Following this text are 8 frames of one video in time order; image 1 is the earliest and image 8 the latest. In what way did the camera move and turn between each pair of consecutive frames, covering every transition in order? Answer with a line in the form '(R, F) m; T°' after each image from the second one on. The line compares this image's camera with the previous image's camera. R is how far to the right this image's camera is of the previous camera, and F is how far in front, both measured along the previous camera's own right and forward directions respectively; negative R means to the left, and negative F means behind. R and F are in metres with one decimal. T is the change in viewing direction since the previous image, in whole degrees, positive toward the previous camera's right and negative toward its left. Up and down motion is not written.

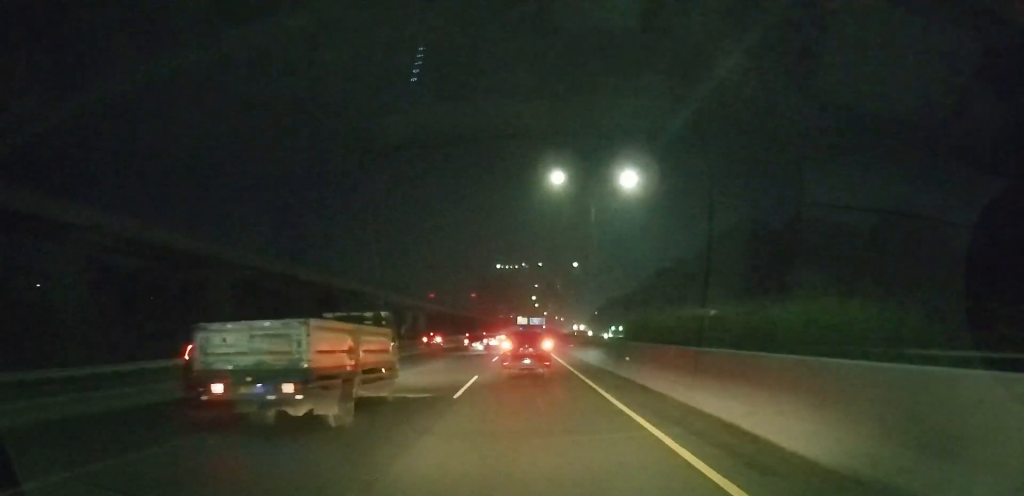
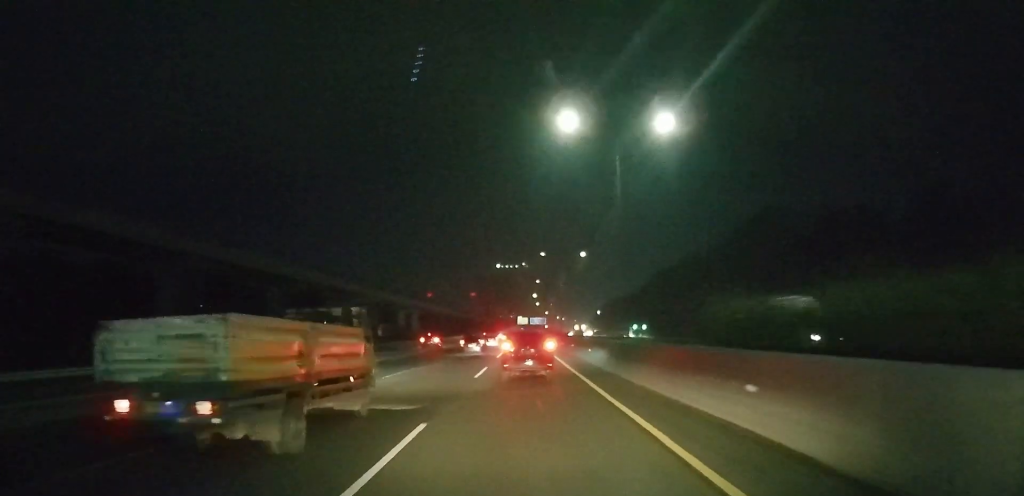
(0.0, +11.4) m; 0°
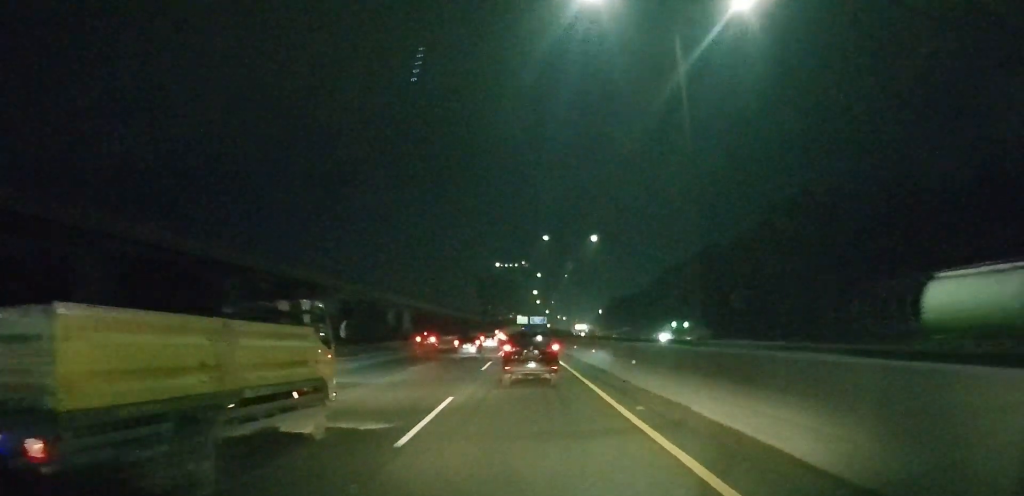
(0.0, +12.1) m; 0°
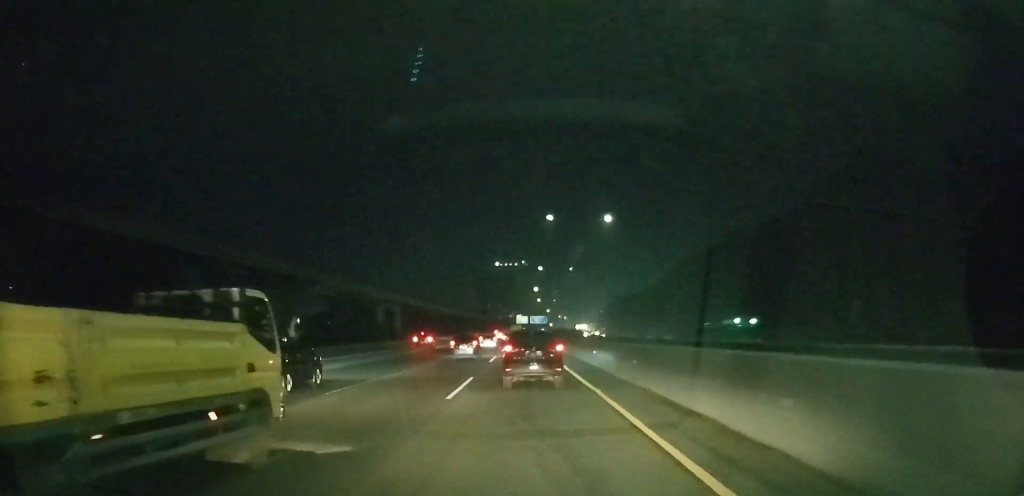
(0.0, +10.3) m; 0°
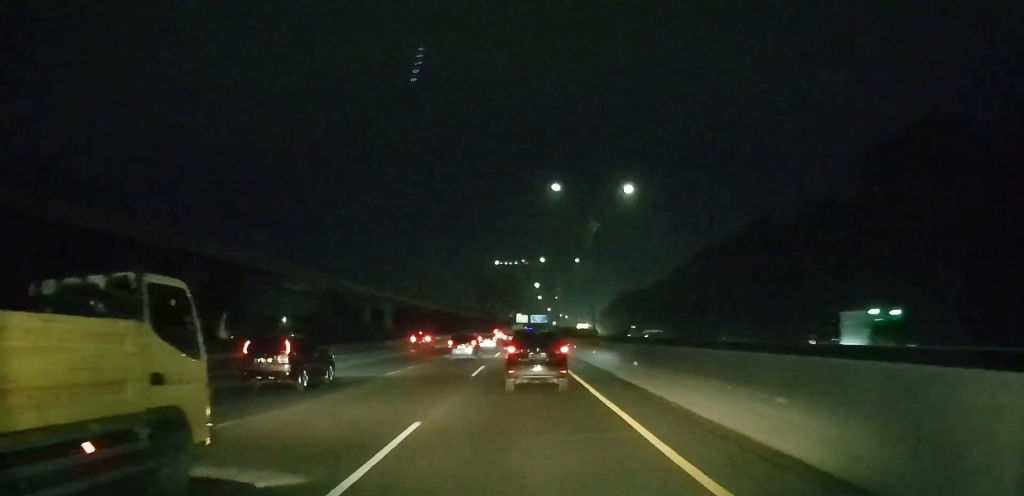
(0.0, +10.3) m; 0°
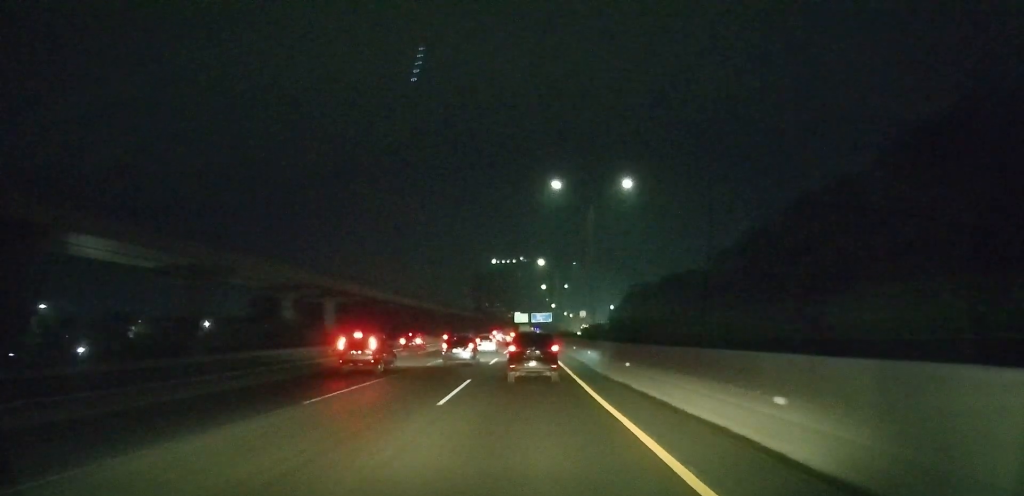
(+0.1, +46.2) m; +1°
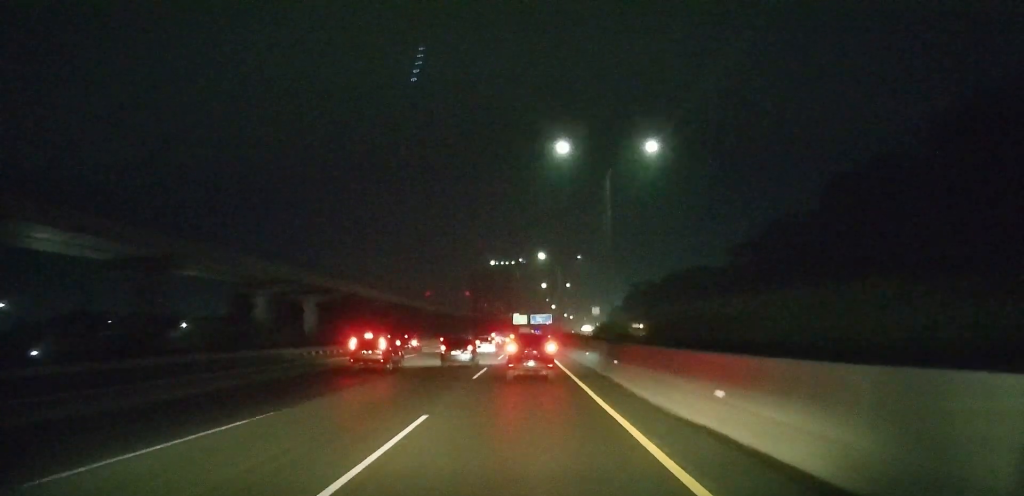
(+0.1, +9.3) m; 0°
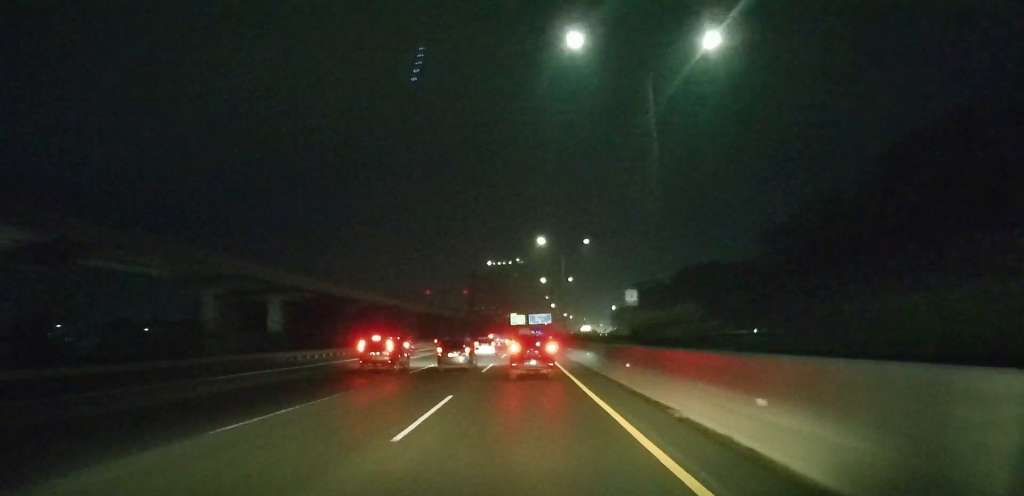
(0.0, +14.1) m; 0°
